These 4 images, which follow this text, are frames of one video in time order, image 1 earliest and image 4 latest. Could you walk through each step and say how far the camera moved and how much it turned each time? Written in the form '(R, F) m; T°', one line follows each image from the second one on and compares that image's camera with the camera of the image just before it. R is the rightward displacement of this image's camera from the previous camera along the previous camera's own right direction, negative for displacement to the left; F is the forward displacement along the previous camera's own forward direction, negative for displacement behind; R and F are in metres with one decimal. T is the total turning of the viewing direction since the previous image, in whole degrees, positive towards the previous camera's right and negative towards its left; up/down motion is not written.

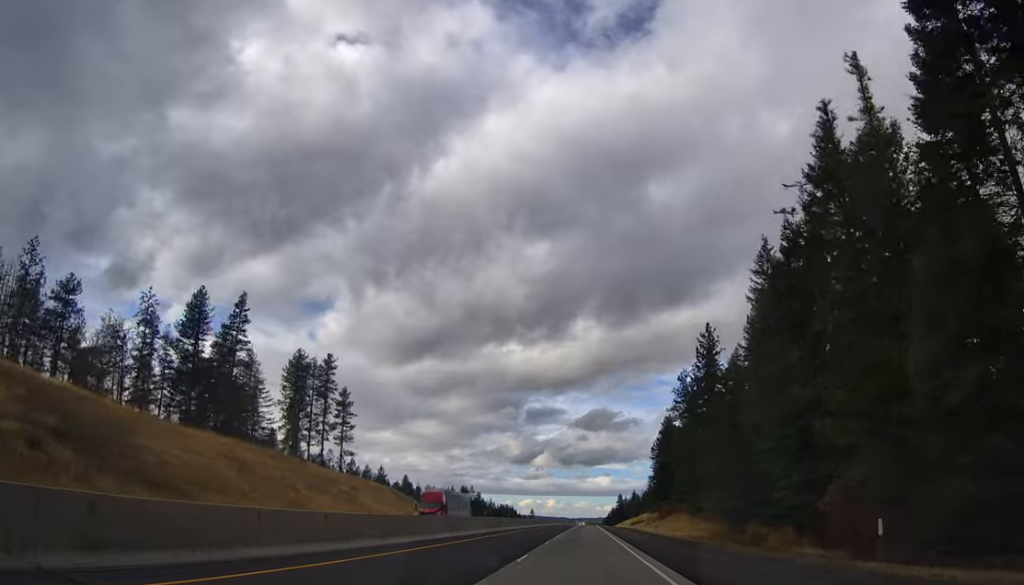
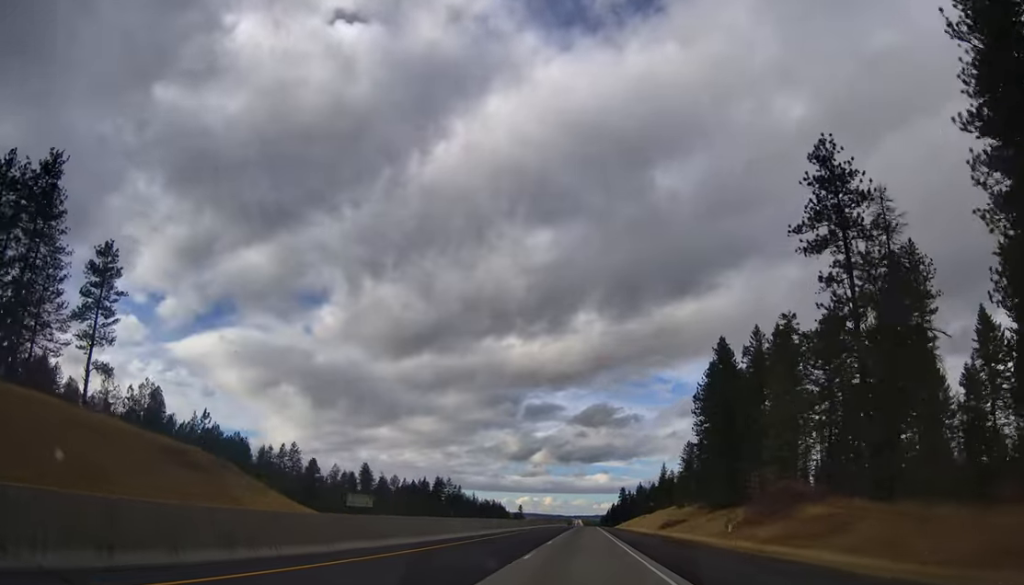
(+2.0, +83.5) m; +2°
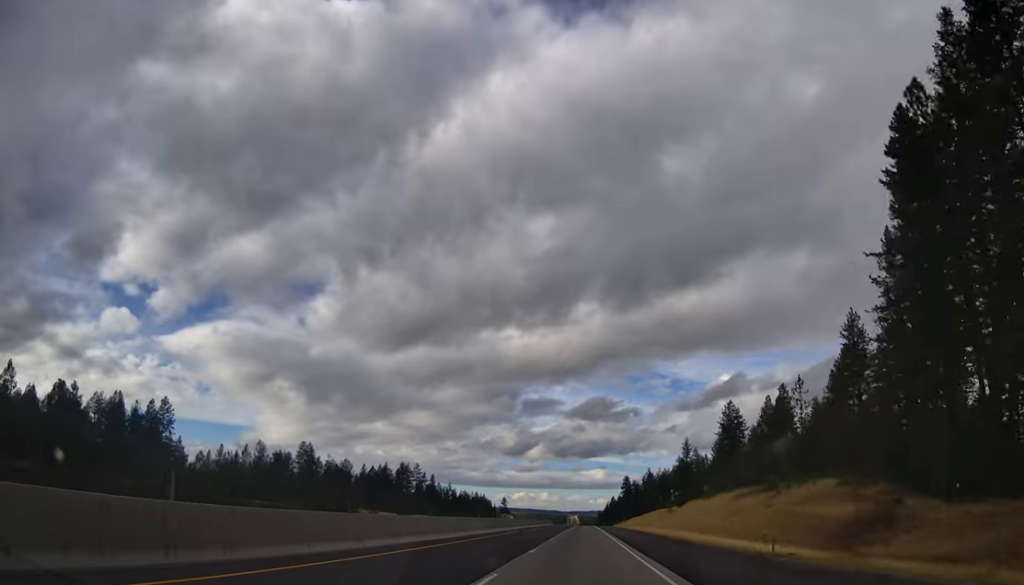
(-2.5, +82.7) m; -2°
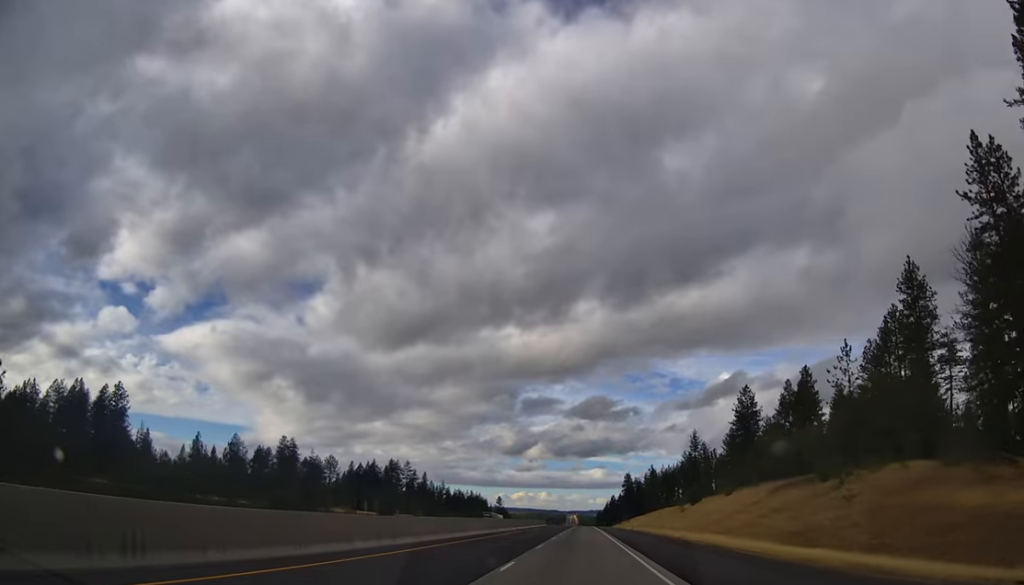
(0.0, +19.8) m; 0°
